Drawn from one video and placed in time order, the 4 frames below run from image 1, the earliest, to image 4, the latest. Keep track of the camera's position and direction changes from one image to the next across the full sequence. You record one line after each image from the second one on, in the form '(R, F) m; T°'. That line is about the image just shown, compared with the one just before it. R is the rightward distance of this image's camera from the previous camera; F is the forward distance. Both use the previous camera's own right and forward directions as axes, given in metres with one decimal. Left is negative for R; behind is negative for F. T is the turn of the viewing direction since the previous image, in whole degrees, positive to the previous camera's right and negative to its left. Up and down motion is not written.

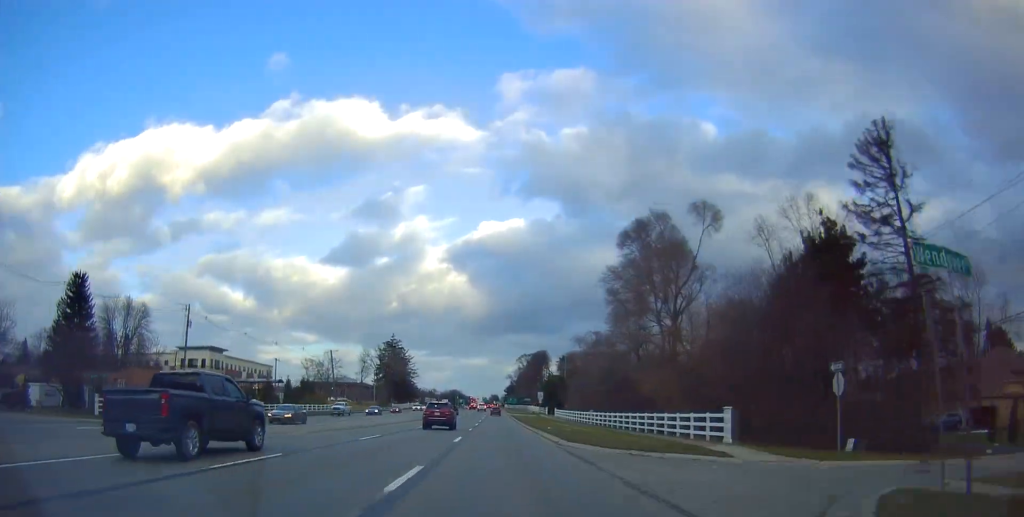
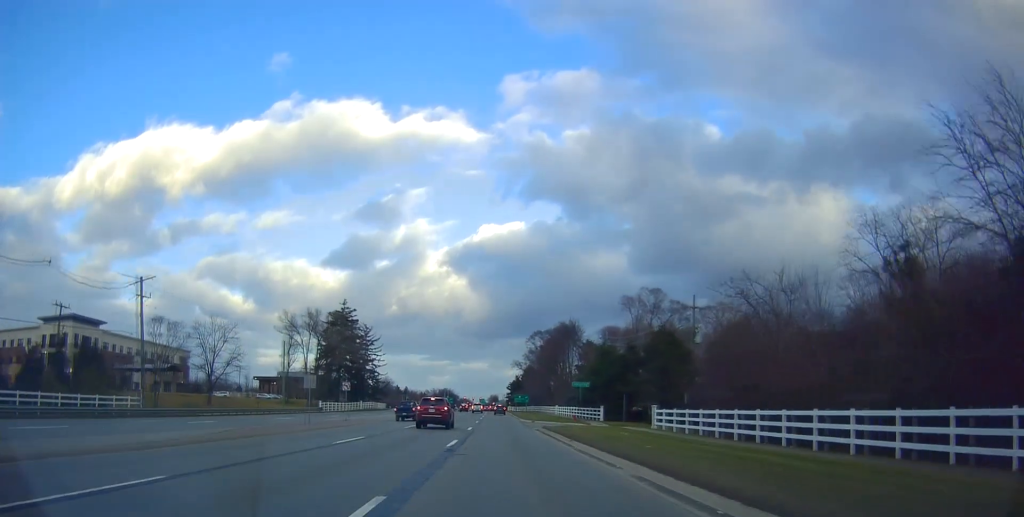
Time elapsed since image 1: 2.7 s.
(-0.5, +65.0) m; -1°
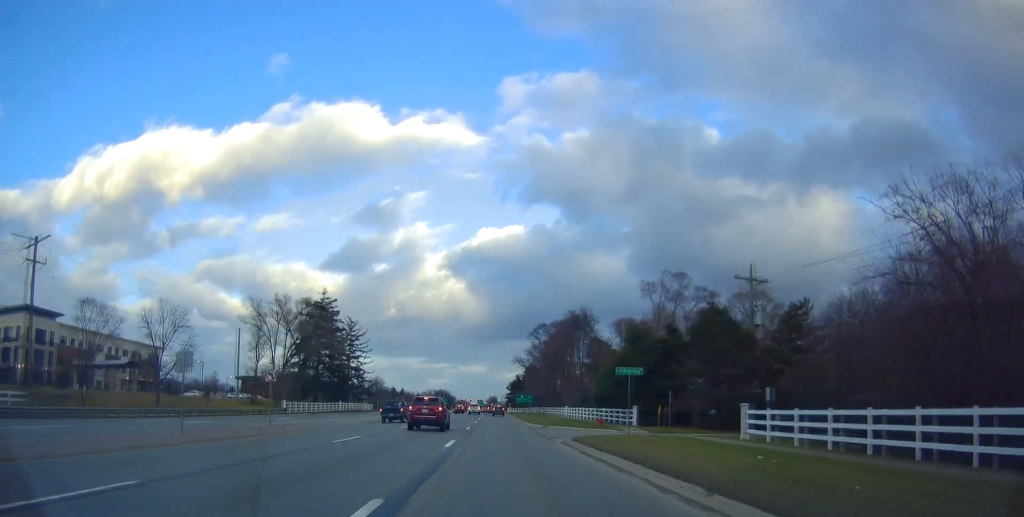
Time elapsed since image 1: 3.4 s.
(0.0, +15.5) m; 0°
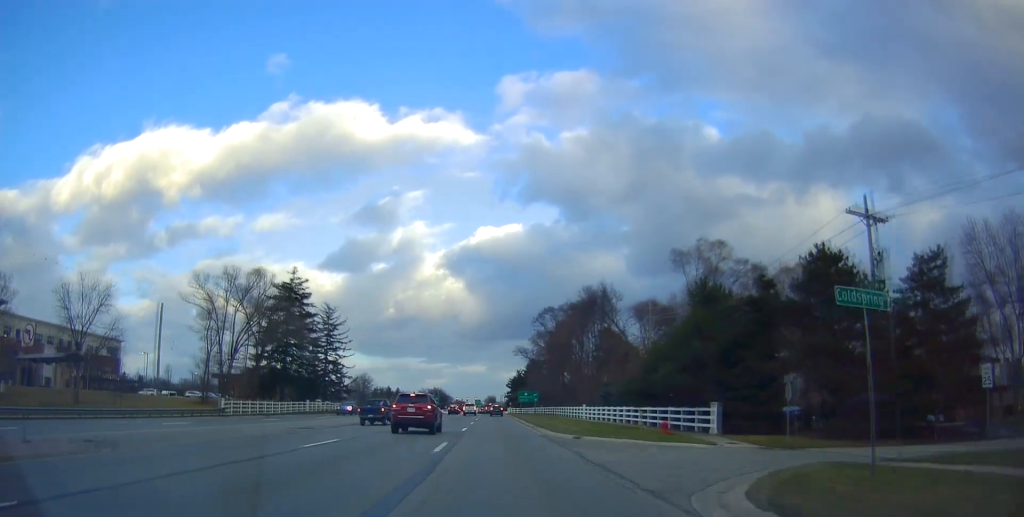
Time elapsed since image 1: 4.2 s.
(-0.1, +18.0) m; +1°
